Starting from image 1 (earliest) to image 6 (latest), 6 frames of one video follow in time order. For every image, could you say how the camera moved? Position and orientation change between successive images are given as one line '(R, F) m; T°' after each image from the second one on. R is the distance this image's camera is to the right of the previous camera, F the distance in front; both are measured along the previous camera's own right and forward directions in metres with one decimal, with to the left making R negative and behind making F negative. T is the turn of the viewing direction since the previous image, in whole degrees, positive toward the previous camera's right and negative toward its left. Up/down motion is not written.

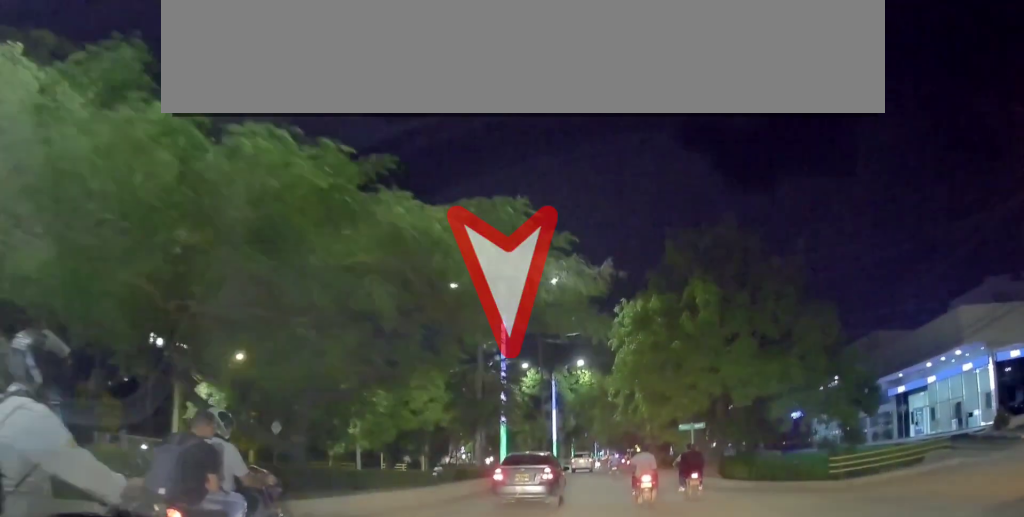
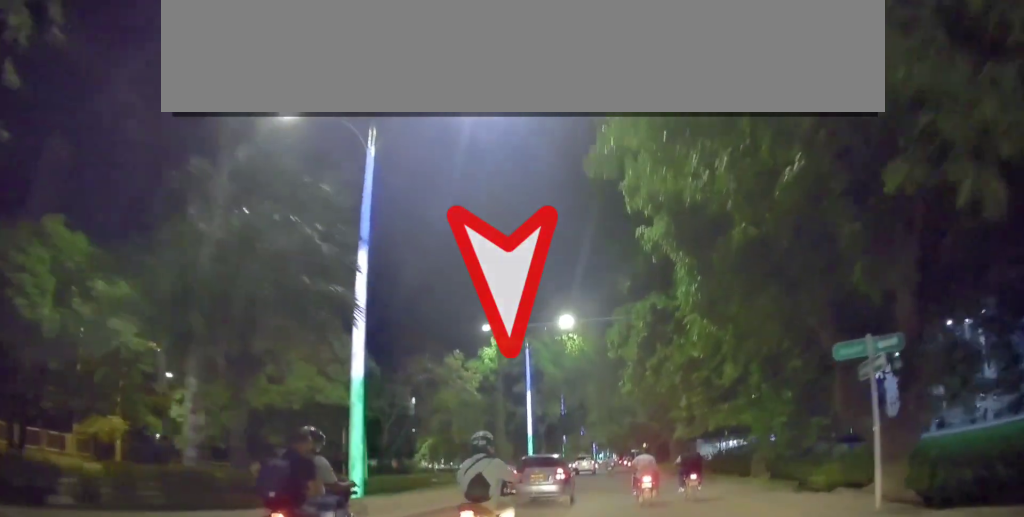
(-1.0, +19.7) m; -3°
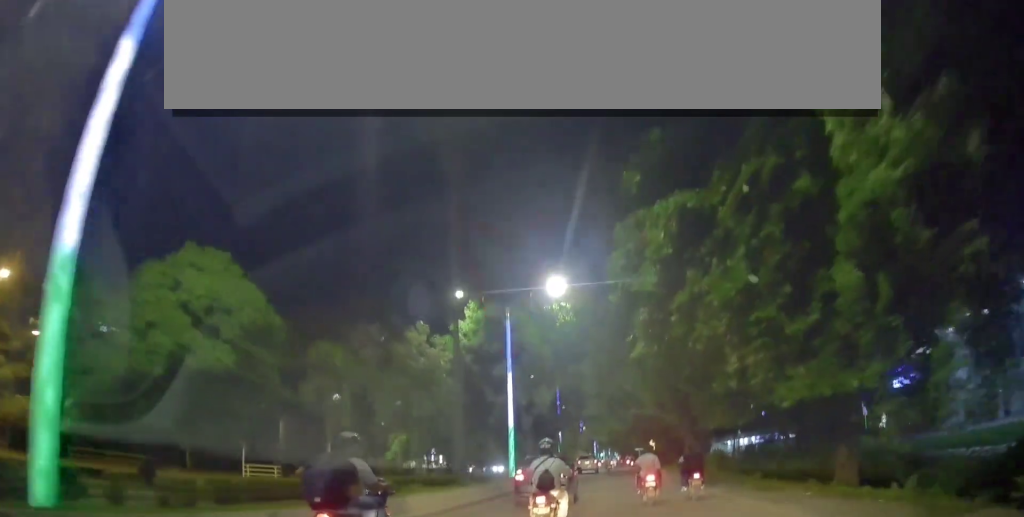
(0.0, +9.0) m; 0°
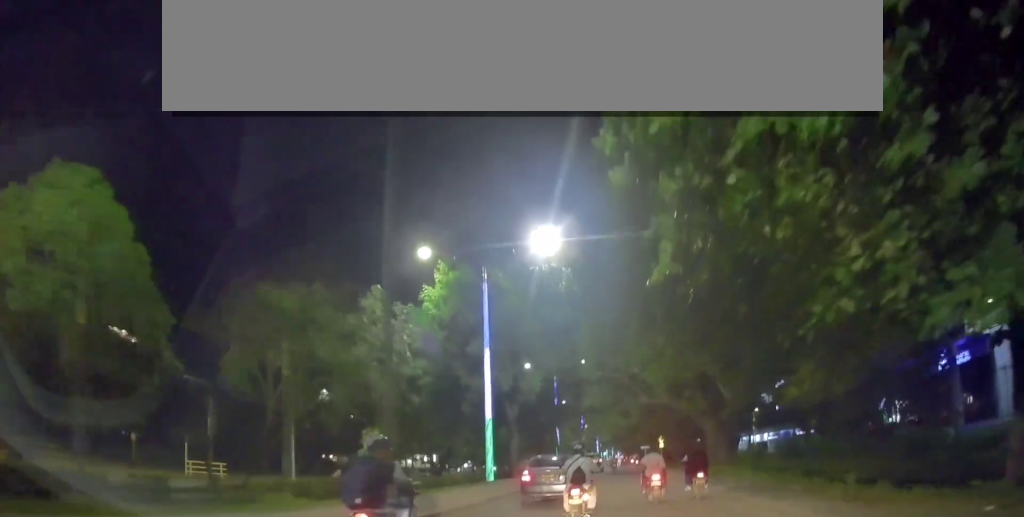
(0.0, +7.4) m; +1°
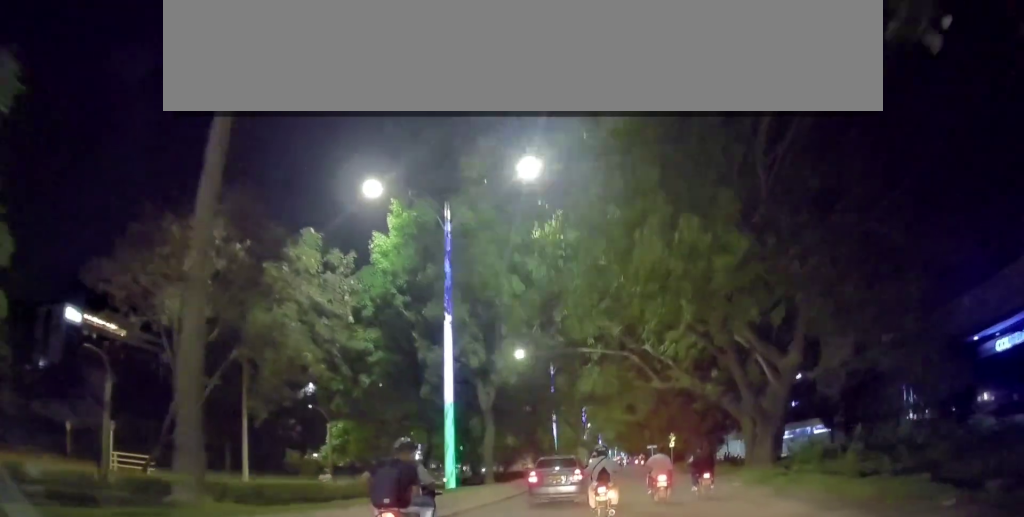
(0.0, +7.3) m; 0°
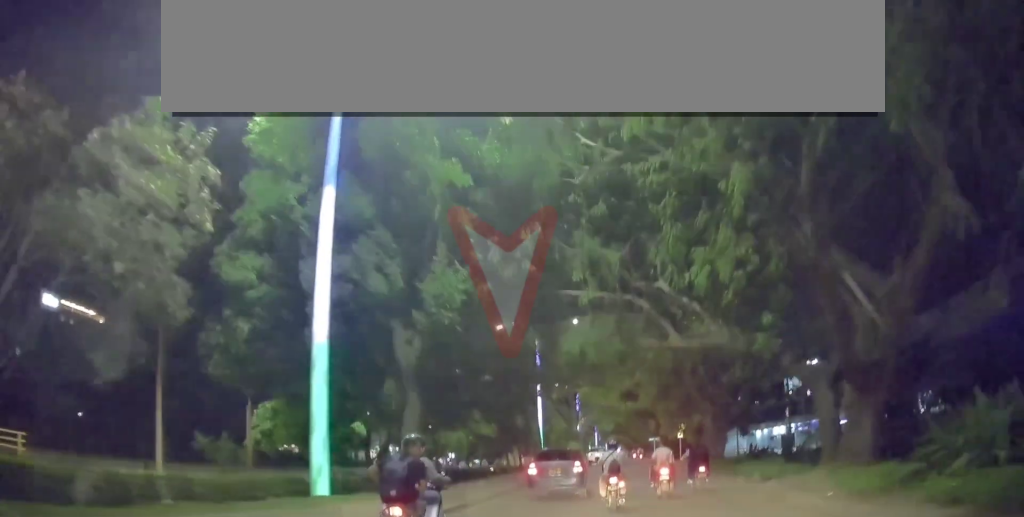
(+0.1, +8.9) m; -1°
